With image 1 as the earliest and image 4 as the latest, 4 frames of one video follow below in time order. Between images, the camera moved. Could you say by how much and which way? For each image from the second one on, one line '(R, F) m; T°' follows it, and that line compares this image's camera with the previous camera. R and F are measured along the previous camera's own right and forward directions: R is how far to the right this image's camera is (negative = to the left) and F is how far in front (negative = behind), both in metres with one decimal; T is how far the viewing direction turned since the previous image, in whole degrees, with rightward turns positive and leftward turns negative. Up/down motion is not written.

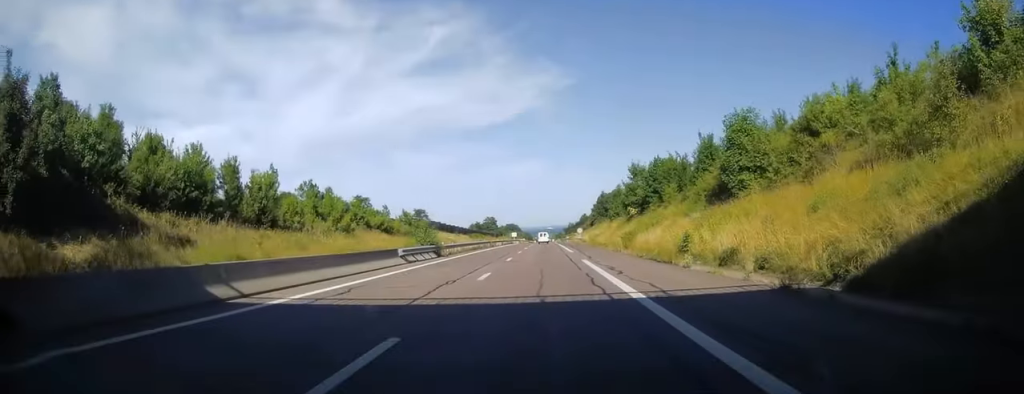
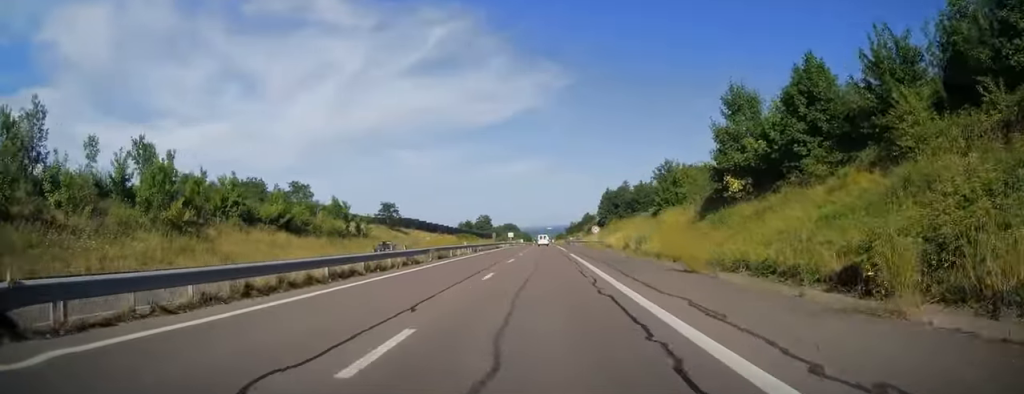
(+0.3, +38.3) m; 0°
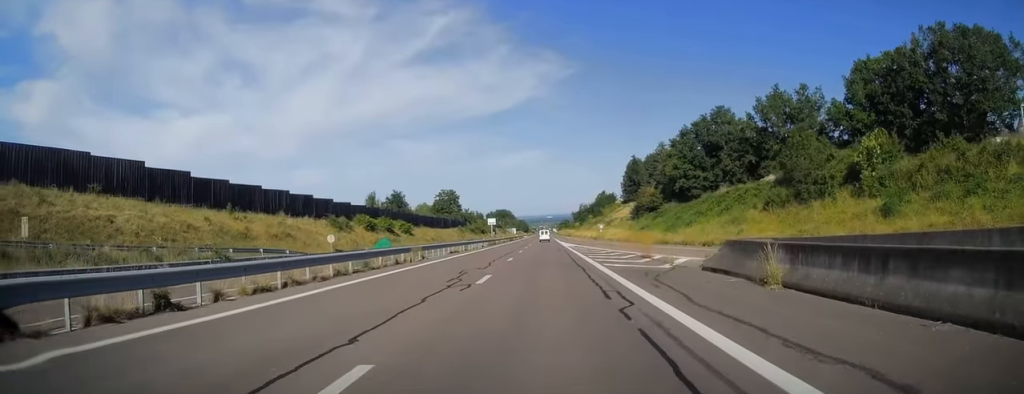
(-0.1, +133.5) m; 0°
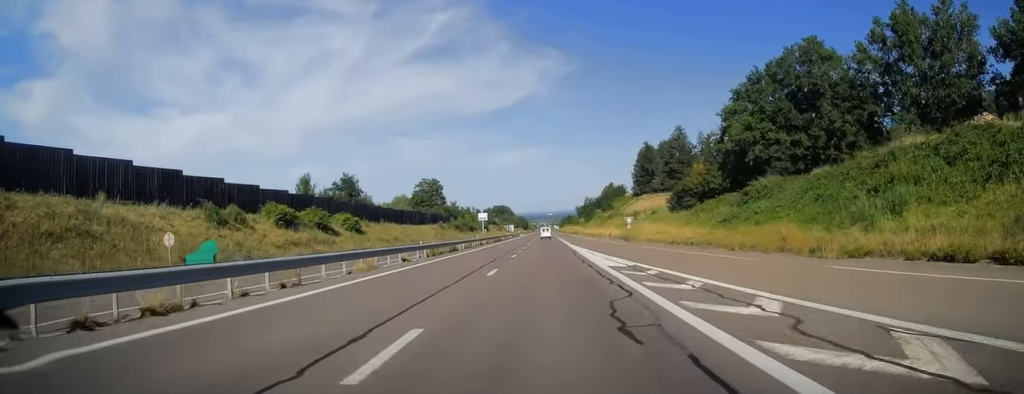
(0.0, +36.8) m; 0°
